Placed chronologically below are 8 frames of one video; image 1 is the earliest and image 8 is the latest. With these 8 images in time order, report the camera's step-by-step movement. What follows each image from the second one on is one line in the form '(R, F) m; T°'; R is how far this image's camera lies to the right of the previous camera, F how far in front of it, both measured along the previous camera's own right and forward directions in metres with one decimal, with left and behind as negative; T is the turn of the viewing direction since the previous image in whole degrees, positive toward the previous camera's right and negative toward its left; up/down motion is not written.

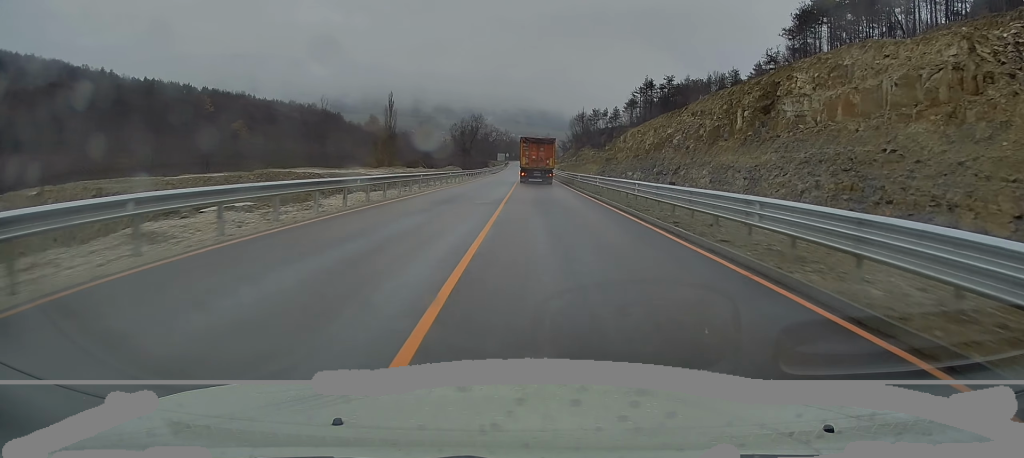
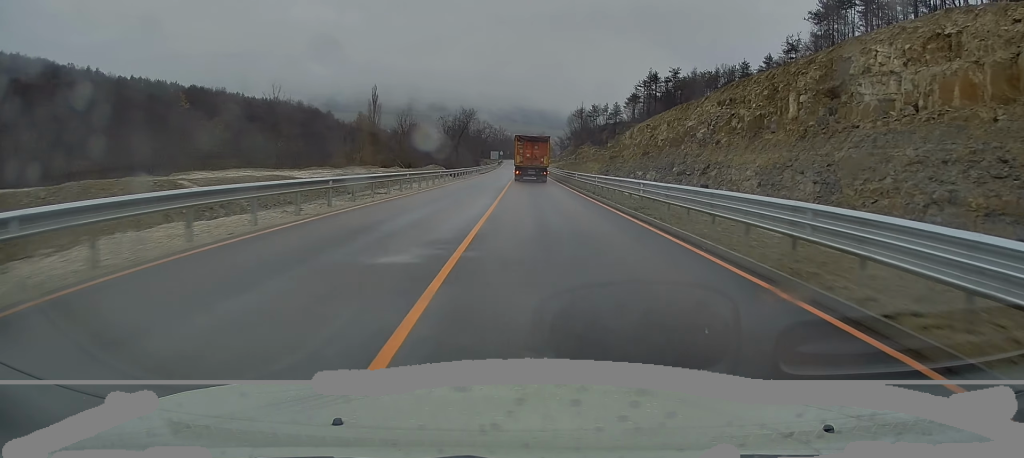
(+0.1, +14.3) m; 0°
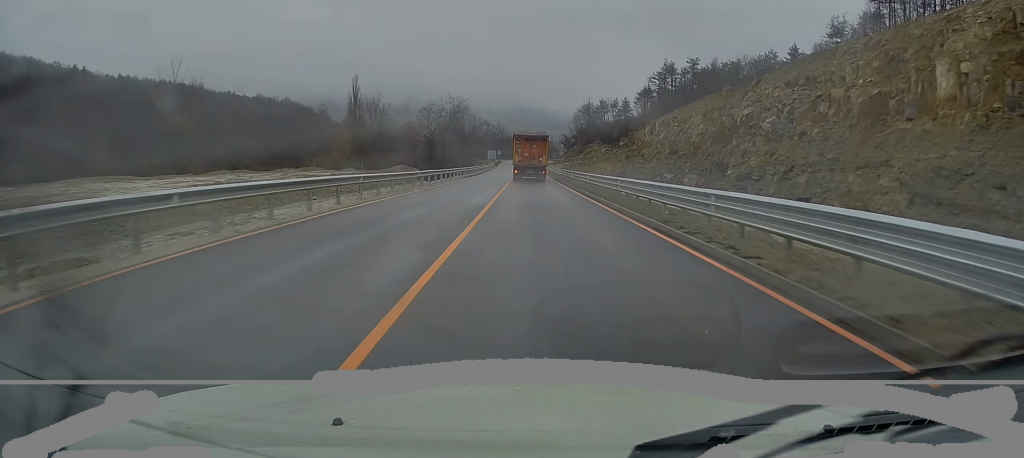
(-0.1, +20.3) m; 0°
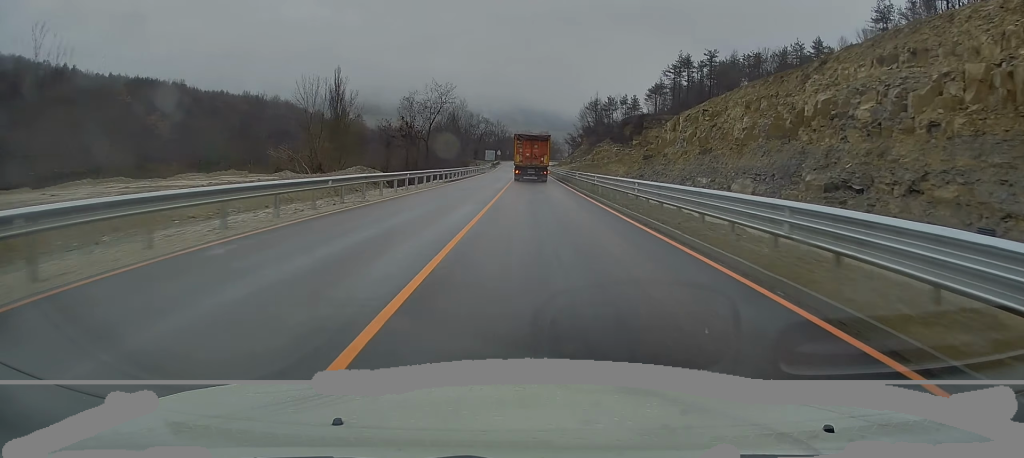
(0.0, +15.7) m; 0°
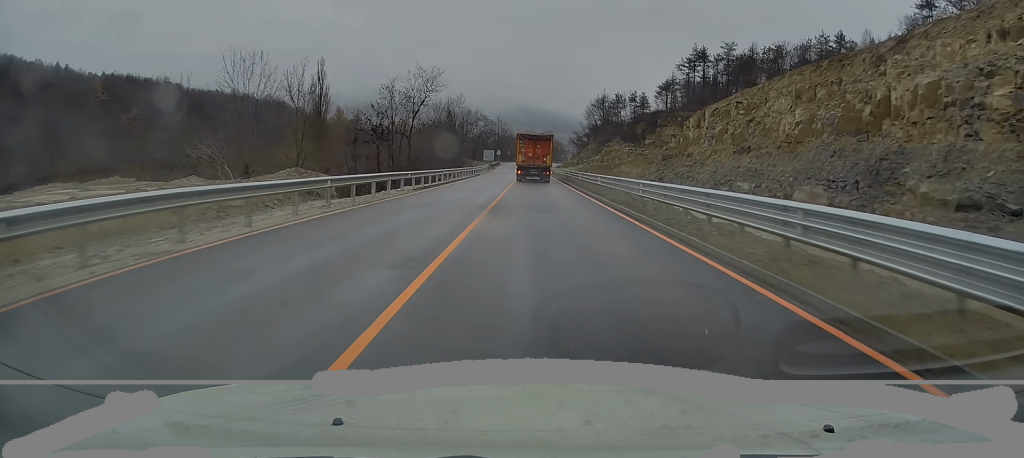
(0.0, +12.4) m; 0°
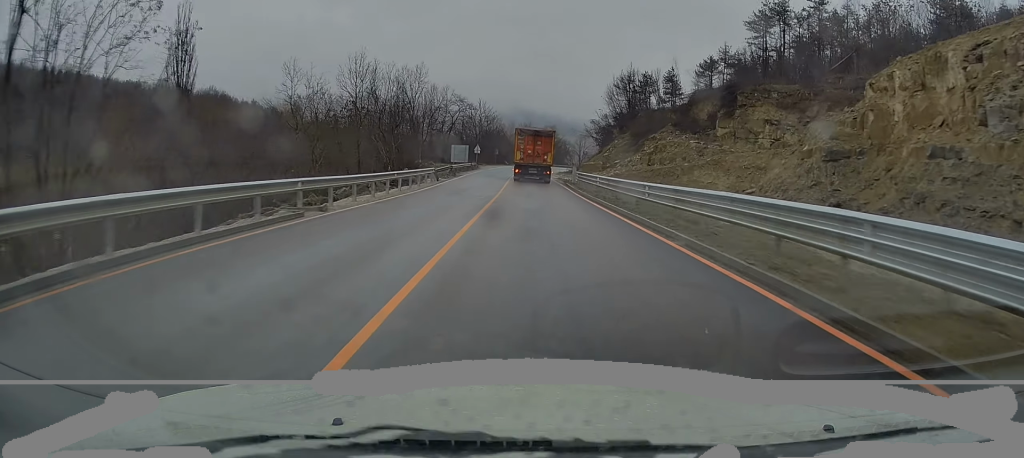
(0.0, +49.8) m; 0°
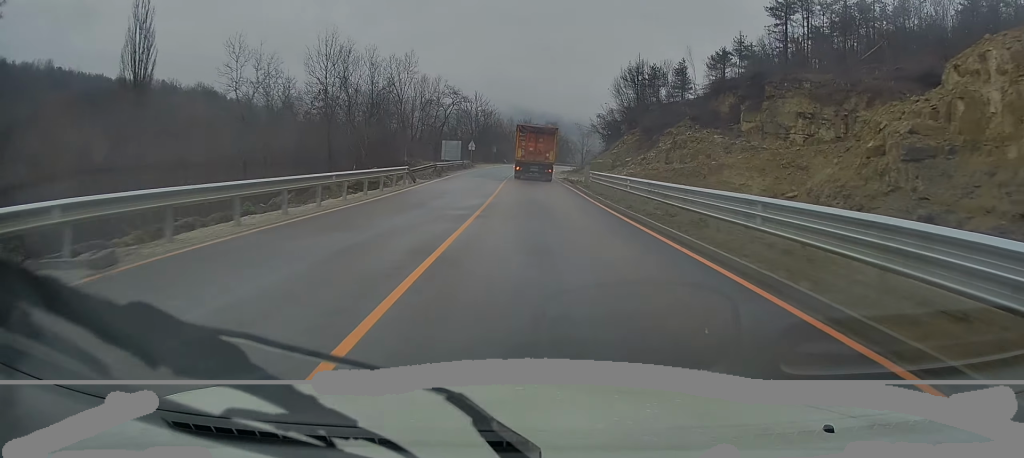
(0.0, +8.9) m; 0°
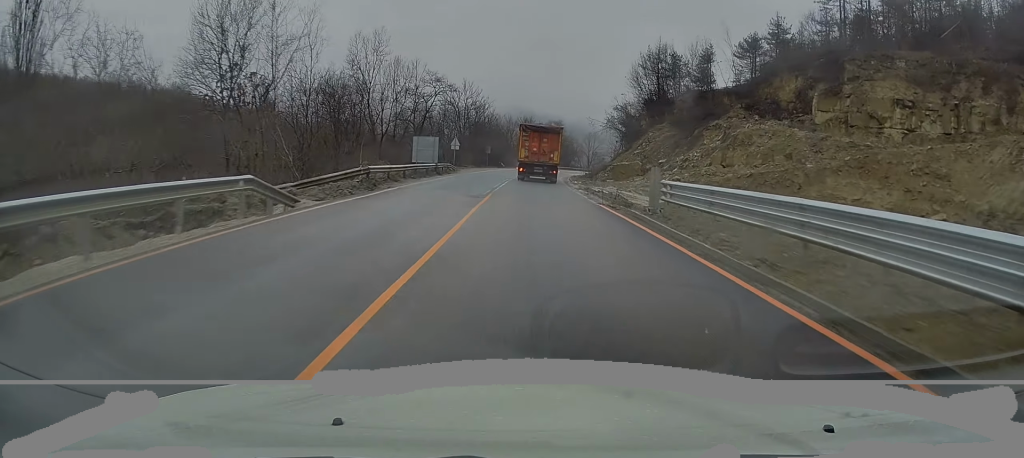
(0.0, +18.3) m; 0°
